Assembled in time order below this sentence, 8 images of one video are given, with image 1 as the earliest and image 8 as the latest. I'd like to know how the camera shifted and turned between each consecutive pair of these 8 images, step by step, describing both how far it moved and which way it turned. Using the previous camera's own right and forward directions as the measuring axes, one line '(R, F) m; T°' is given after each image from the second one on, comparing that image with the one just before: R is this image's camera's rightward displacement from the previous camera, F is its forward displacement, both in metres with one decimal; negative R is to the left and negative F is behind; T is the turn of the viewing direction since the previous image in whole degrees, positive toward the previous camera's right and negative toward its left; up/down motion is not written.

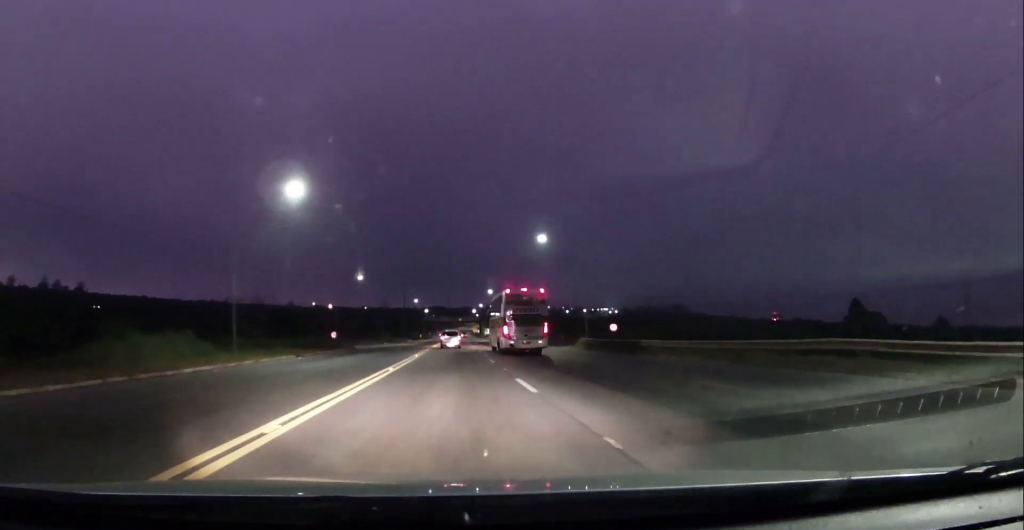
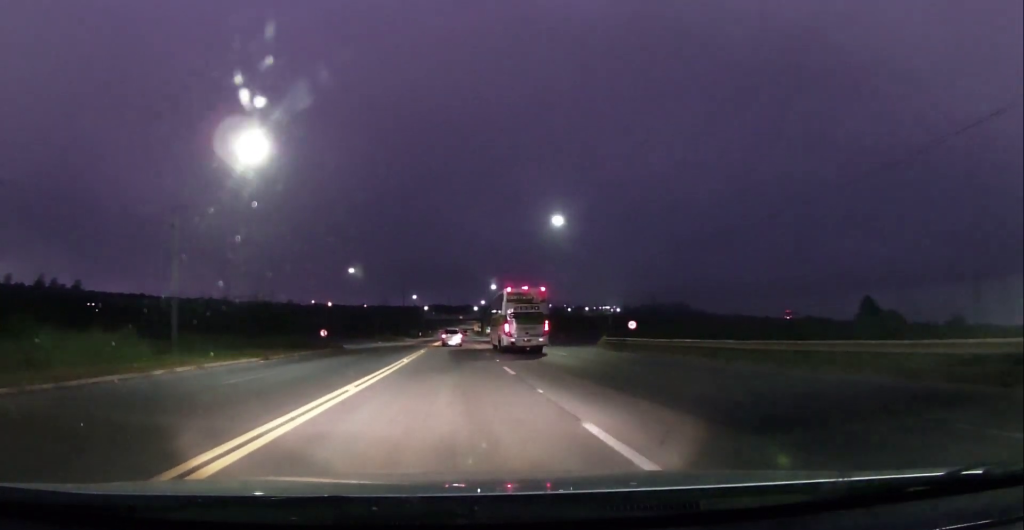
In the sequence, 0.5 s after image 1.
(0.0, +9.0) m; 0°
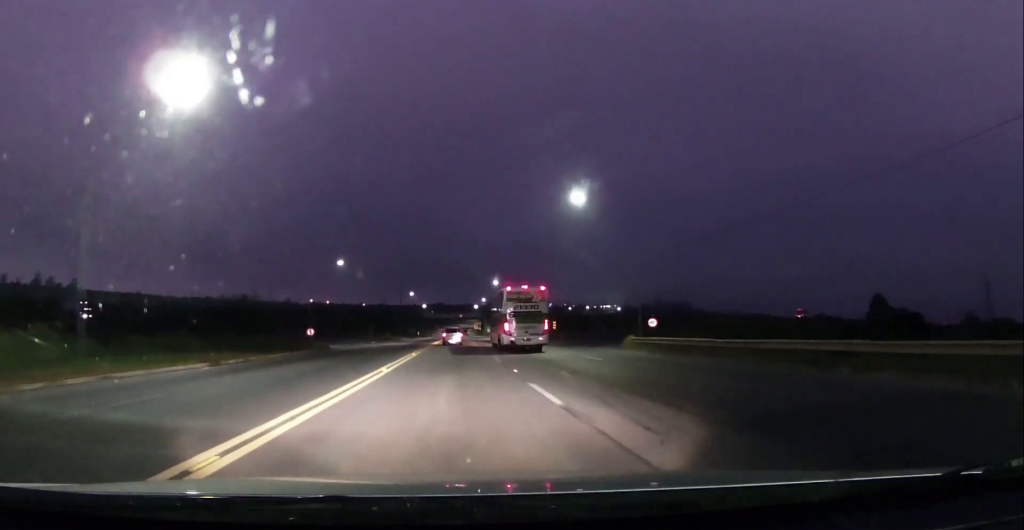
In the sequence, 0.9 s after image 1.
(-0.2, +8.5) m; 0°
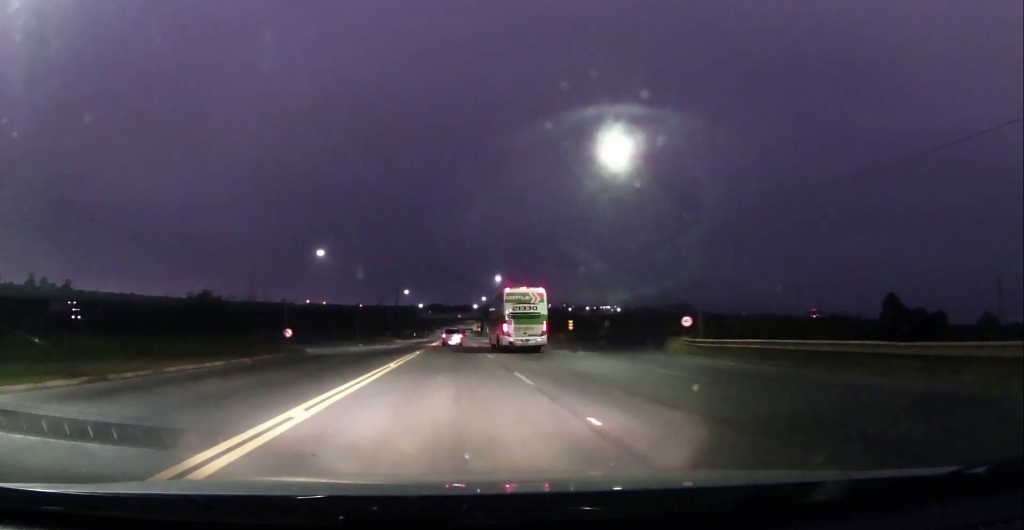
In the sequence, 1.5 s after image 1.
(-0.1, +11.2) m; 0°
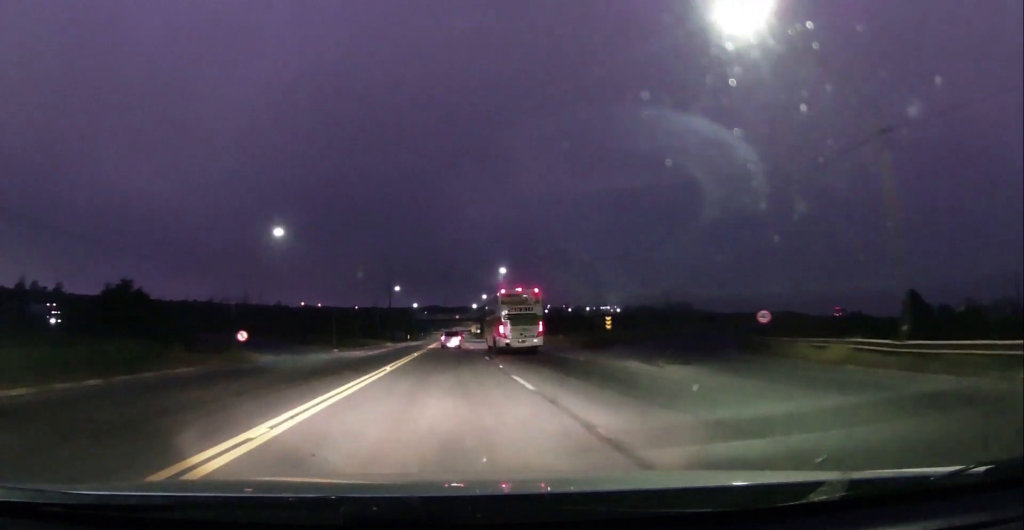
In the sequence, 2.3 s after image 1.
(+0.4, +15.9) m; +1°
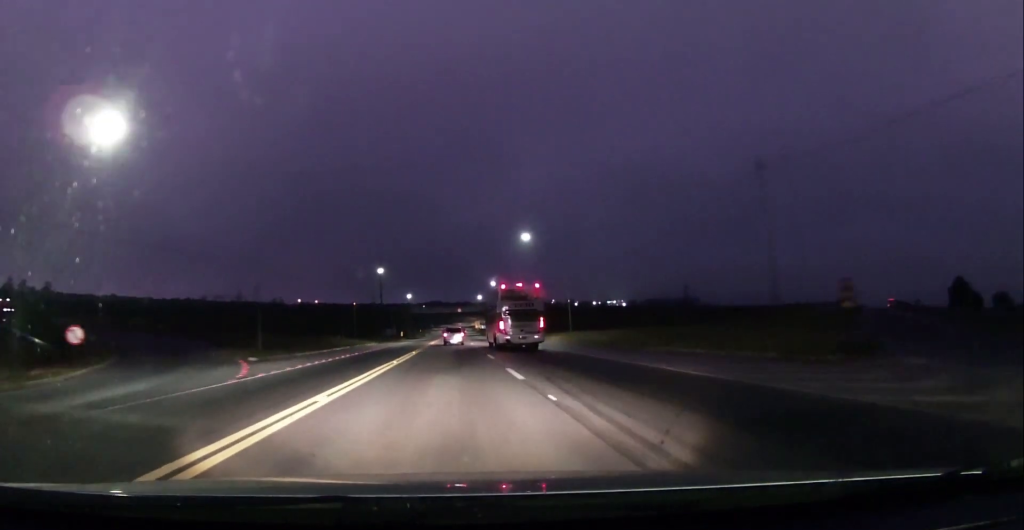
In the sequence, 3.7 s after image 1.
(-0.3, +28.8) m; 0°
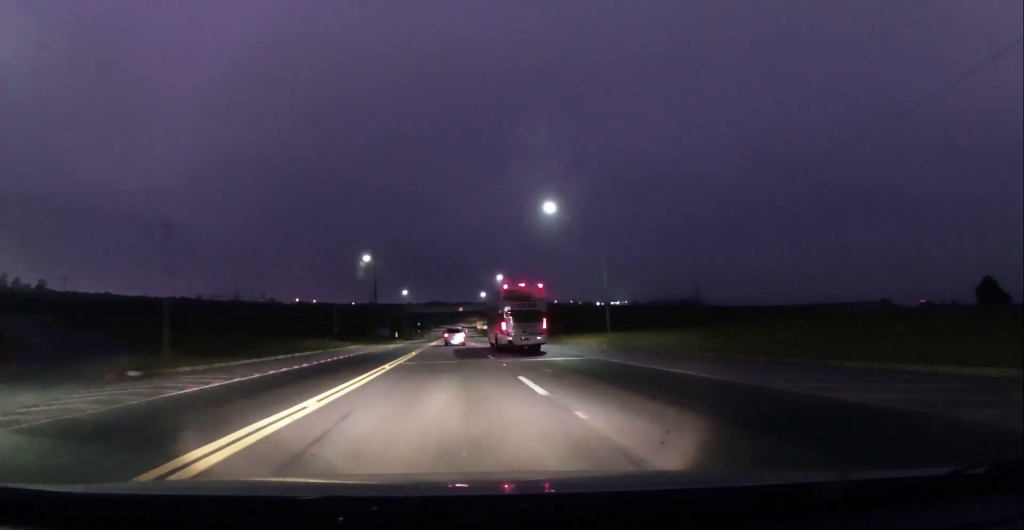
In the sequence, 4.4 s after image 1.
(0.0, +15.4) m; +1°
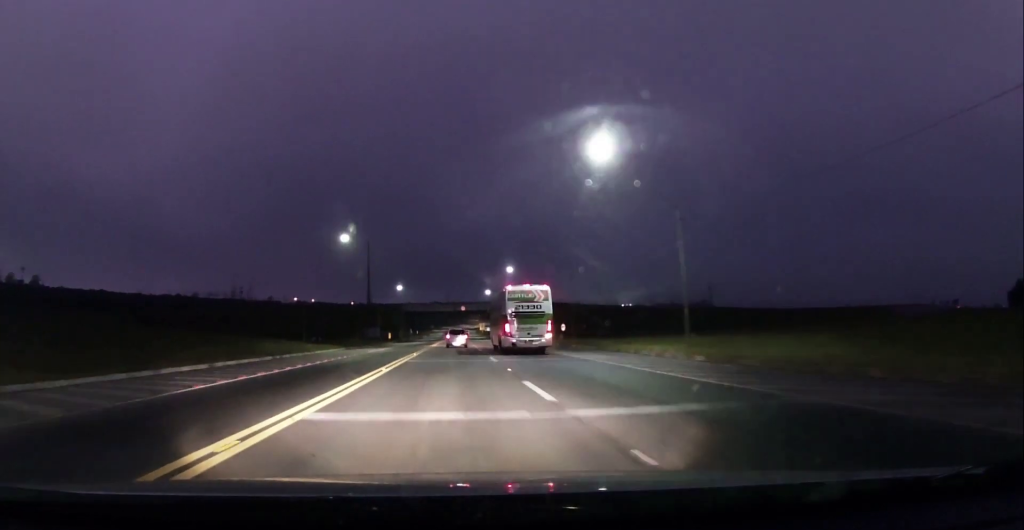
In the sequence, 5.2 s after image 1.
(+0.2, +16.5) m; 0°
